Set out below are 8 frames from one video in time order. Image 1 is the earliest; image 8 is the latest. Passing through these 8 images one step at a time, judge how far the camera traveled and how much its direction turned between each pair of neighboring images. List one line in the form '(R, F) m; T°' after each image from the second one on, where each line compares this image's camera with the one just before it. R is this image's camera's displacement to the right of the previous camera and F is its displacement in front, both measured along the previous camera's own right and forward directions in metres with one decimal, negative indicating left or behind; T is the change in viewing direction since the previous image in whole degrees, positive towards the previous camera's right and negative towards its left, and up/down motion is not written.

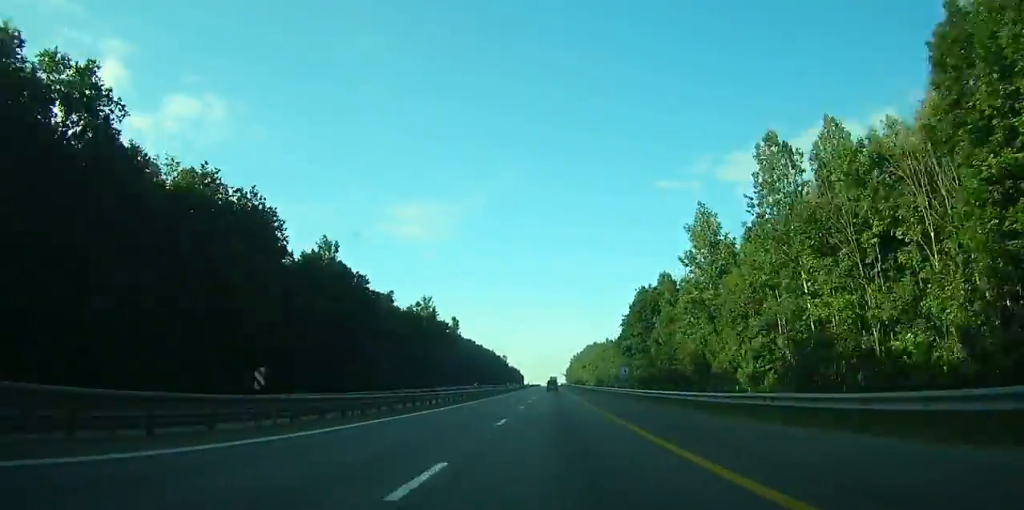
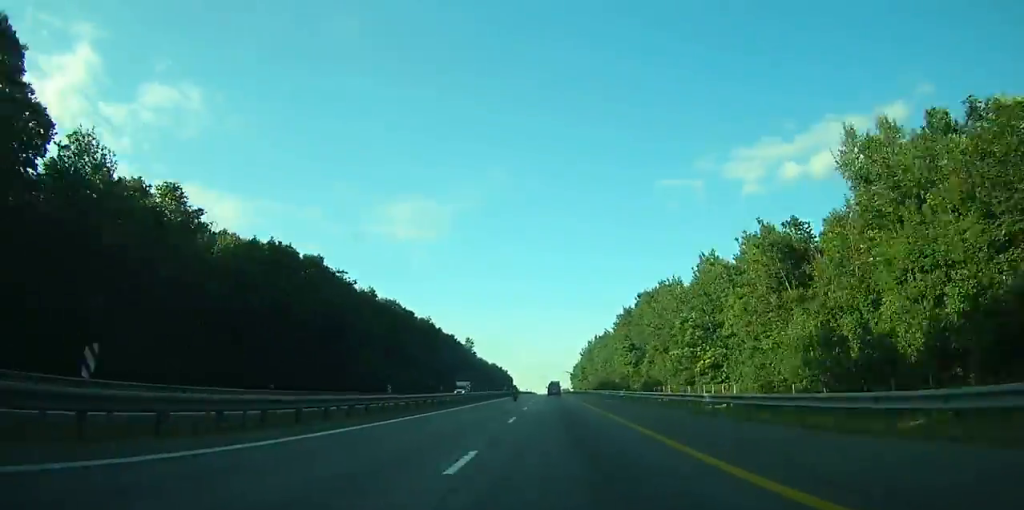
(+0.1, +174.0) m; 0°
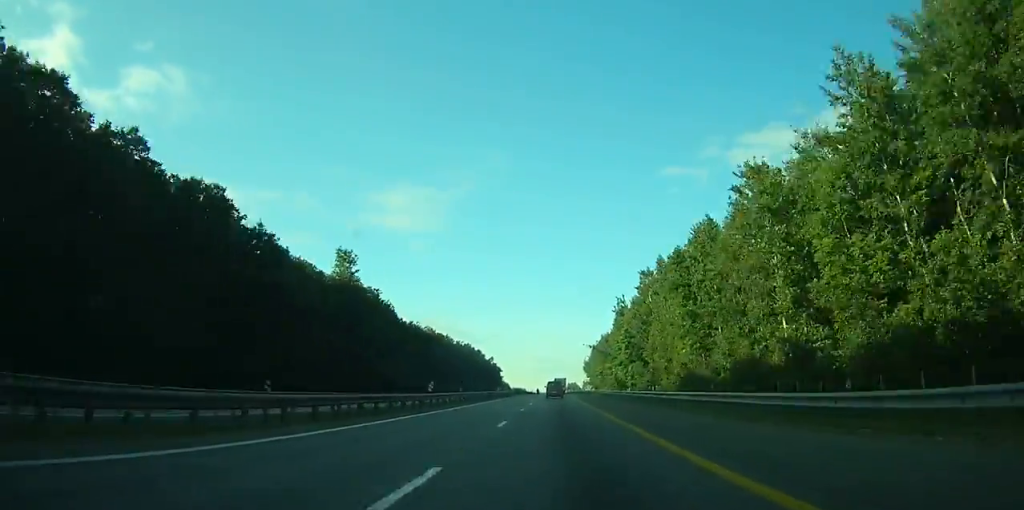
(-0.3, +129.1) m; -1°
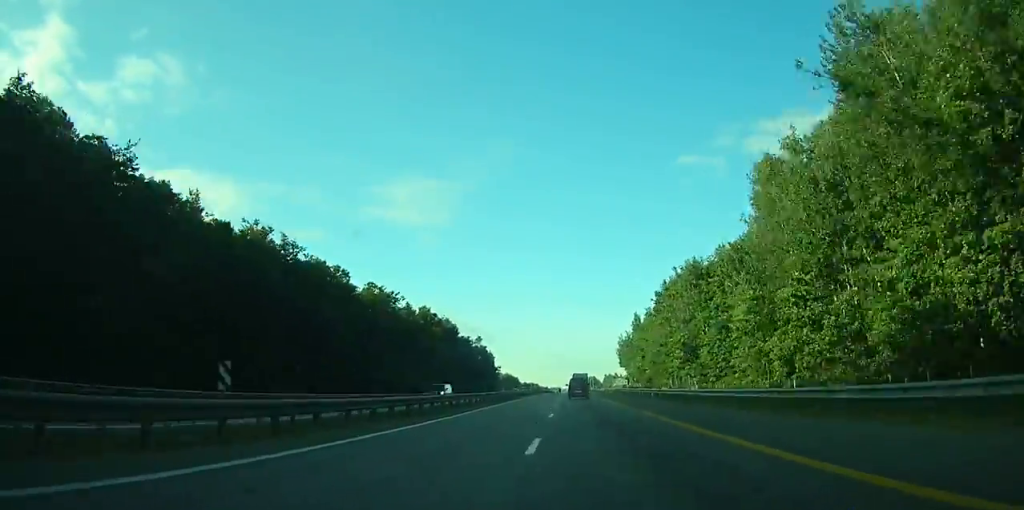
(-0.6, +98.5) m; 0°
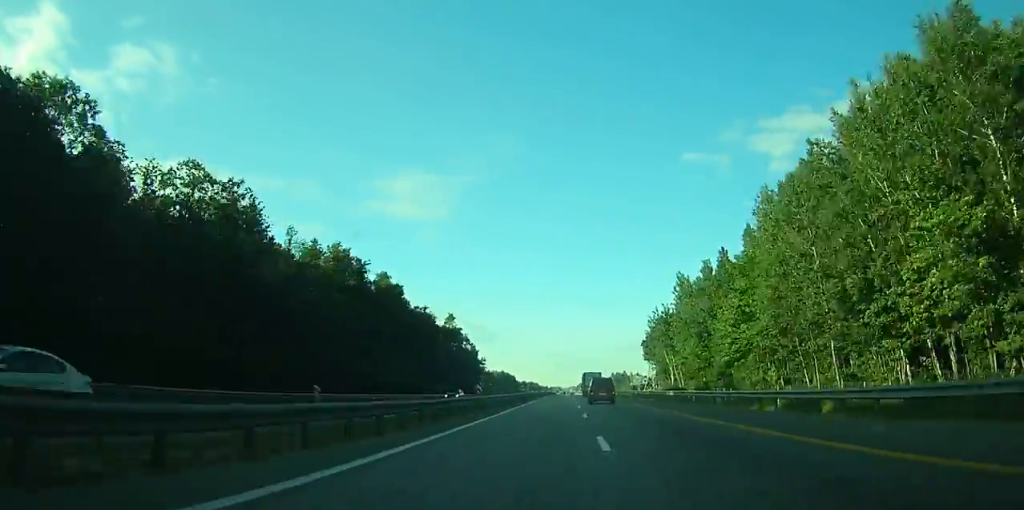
(-0.2, +55.1) m; 0°
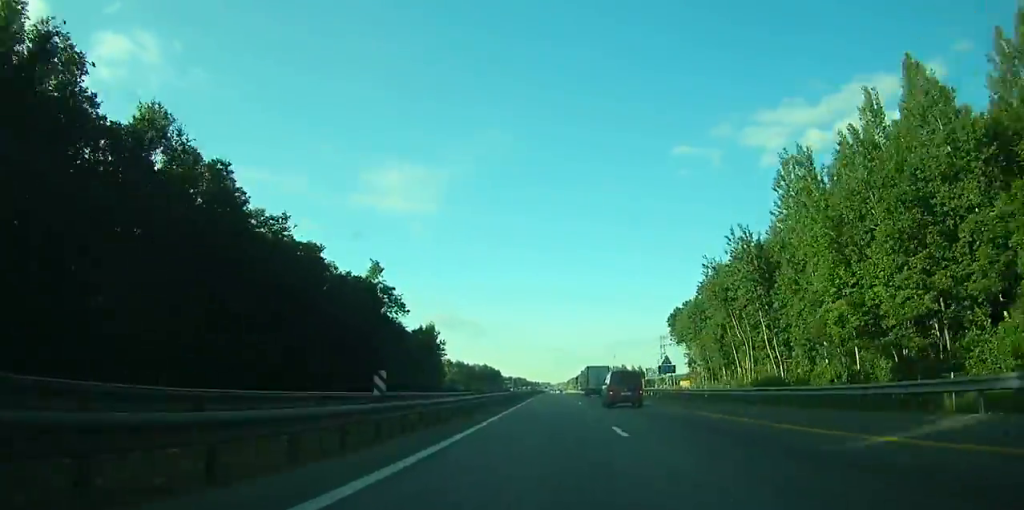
(+0.2, +55.2) m; 0°
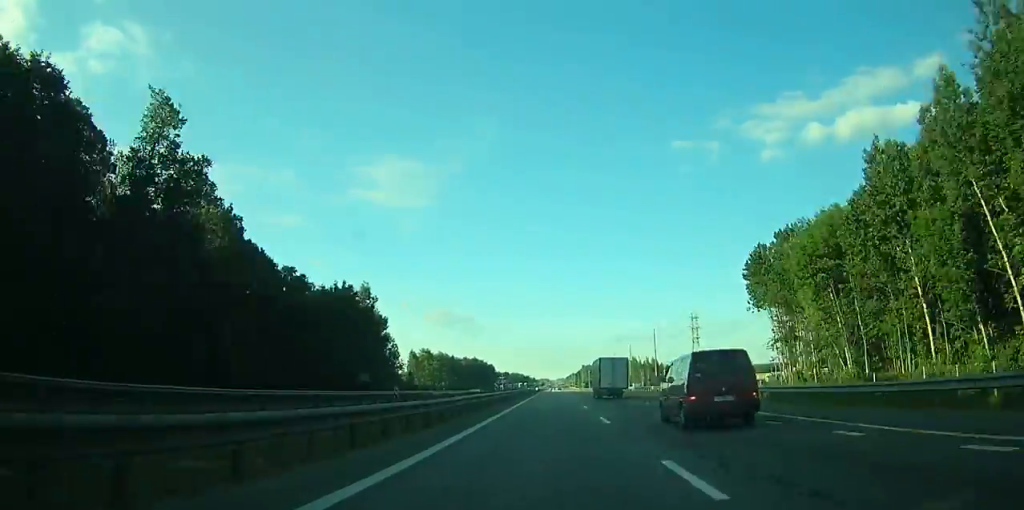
(+0.1, +55.1) m; 0°
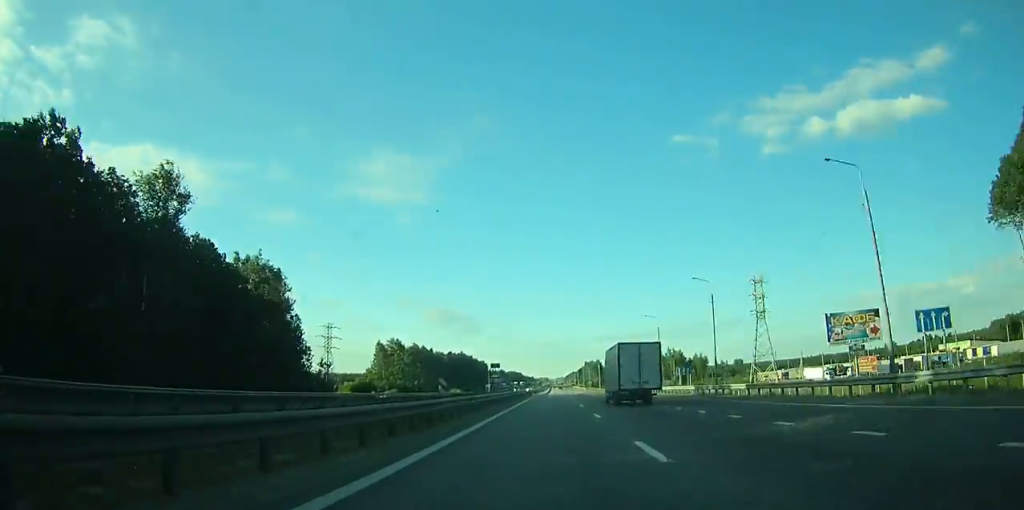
(+0.3, +58.2) m; 0°
